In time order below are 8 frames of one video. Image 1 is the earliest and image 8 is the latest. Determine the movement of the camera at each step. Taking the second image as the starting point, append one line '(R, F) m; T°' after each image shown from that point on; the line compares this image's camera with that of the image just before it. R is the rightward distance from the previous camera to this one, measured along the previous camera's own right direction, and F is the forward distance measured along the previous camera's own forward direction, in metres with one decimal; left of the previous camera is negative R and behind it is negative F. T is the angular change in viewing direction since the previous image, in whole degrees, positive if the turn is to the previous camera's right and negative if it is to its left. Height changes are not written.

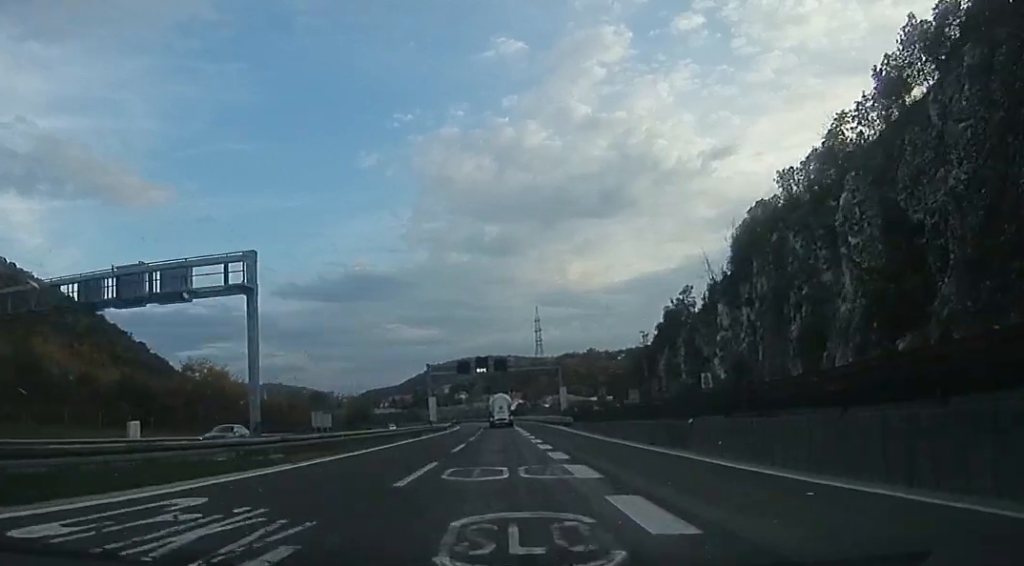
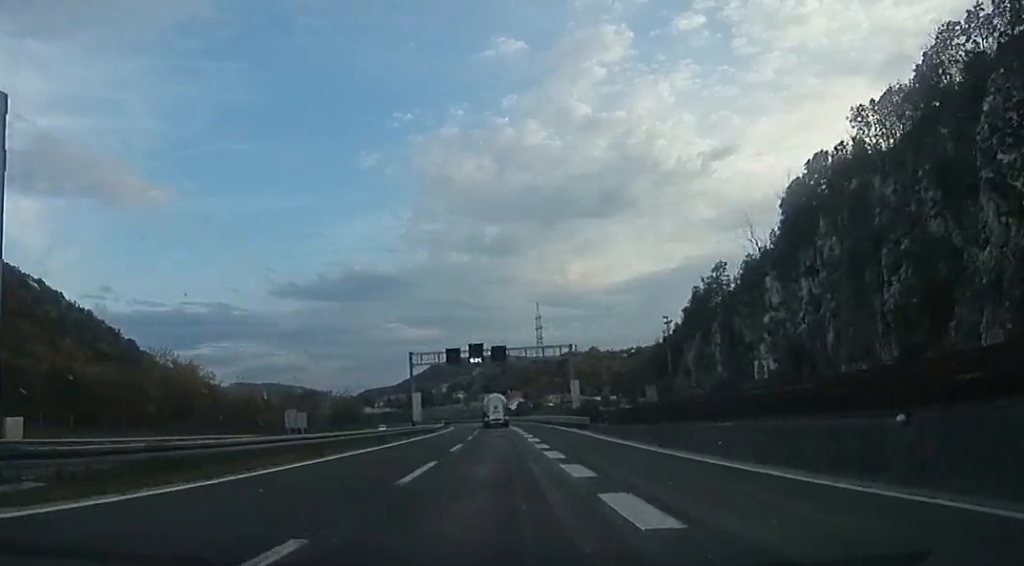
(-0.1, +11.4) m; 0°
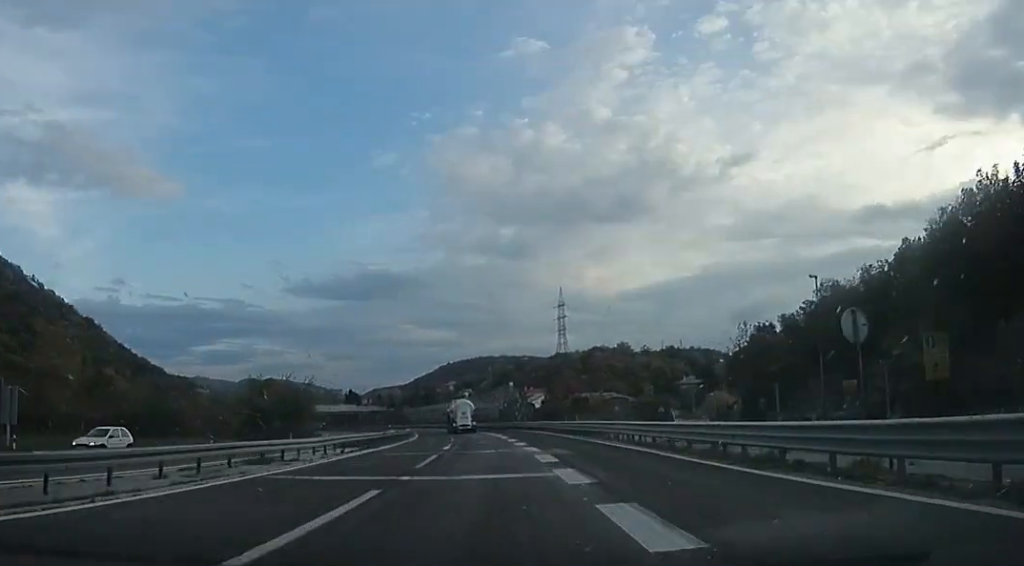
(-1.0, +53.4) m; -3°
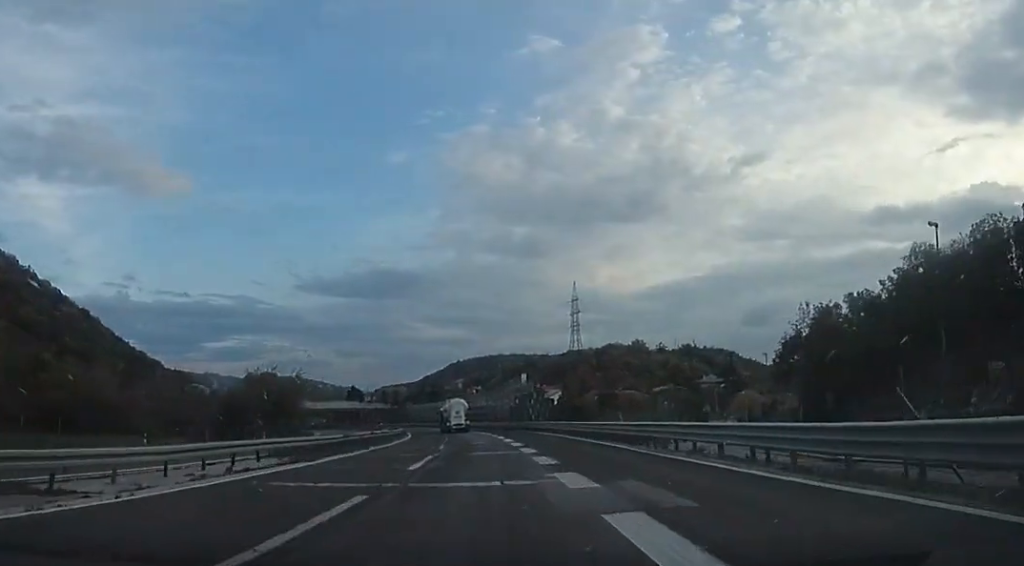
(-0.4, +12.3) m; -1°
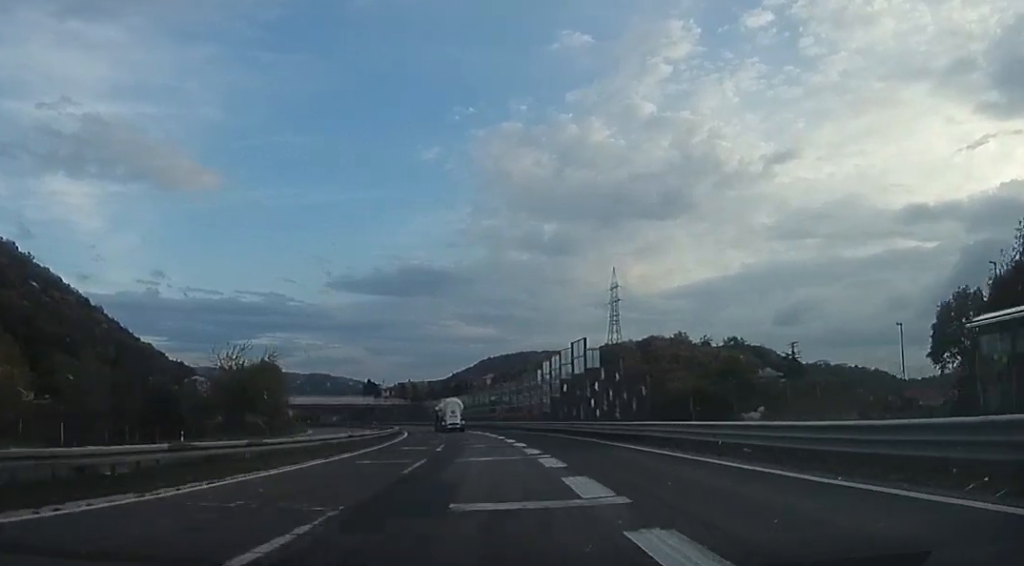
(+0.1, +24.2) m; -3°
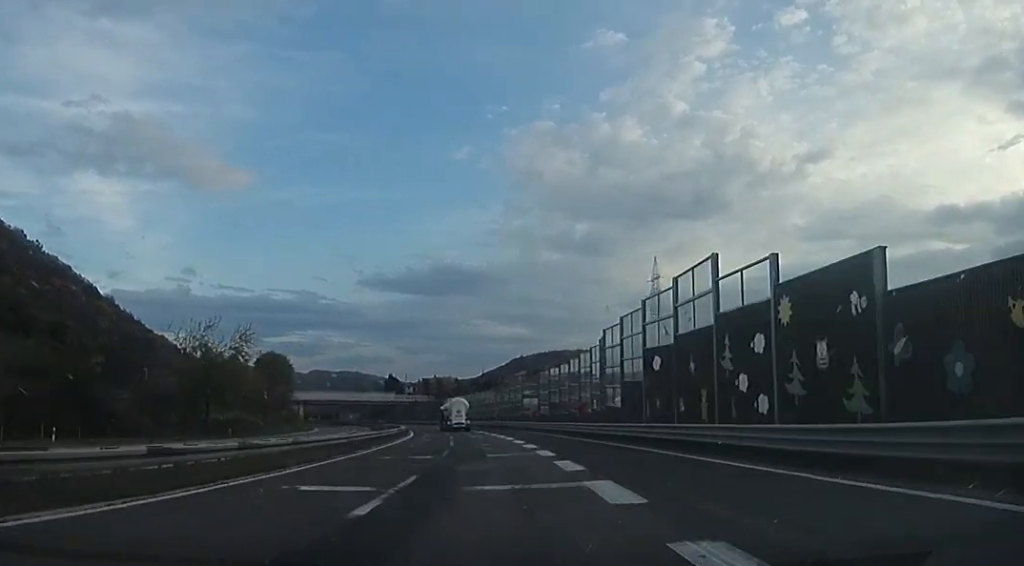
(-1.2, +18.0) m; -1°
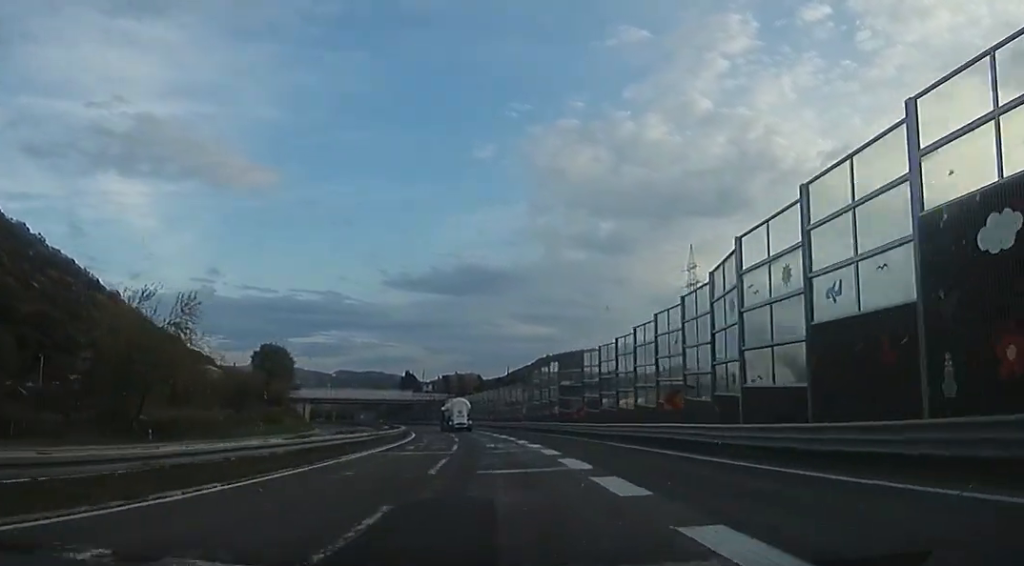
(+0.7, +16.7) m; 0°
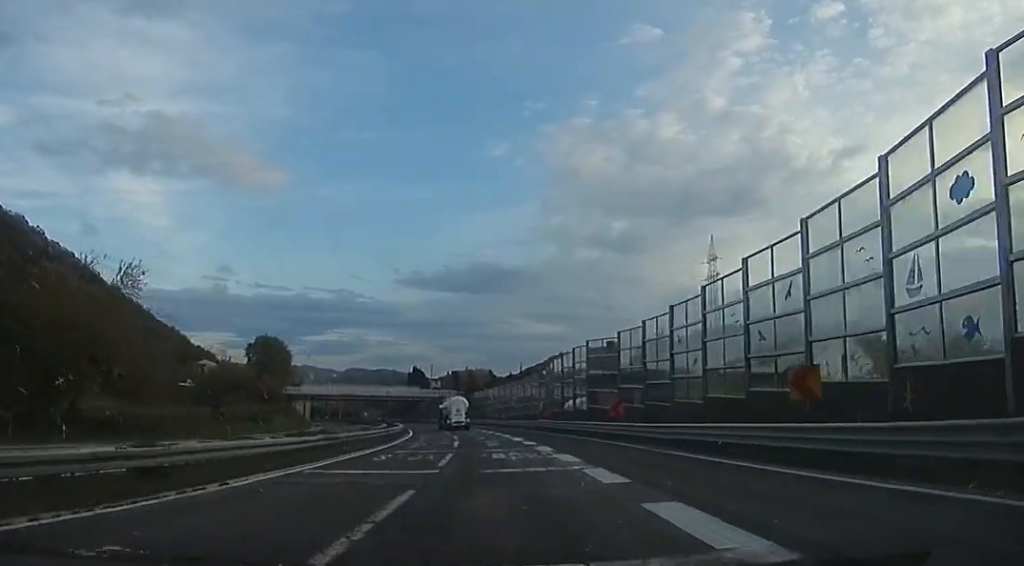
(+0.1, +9.7) m; -1°
